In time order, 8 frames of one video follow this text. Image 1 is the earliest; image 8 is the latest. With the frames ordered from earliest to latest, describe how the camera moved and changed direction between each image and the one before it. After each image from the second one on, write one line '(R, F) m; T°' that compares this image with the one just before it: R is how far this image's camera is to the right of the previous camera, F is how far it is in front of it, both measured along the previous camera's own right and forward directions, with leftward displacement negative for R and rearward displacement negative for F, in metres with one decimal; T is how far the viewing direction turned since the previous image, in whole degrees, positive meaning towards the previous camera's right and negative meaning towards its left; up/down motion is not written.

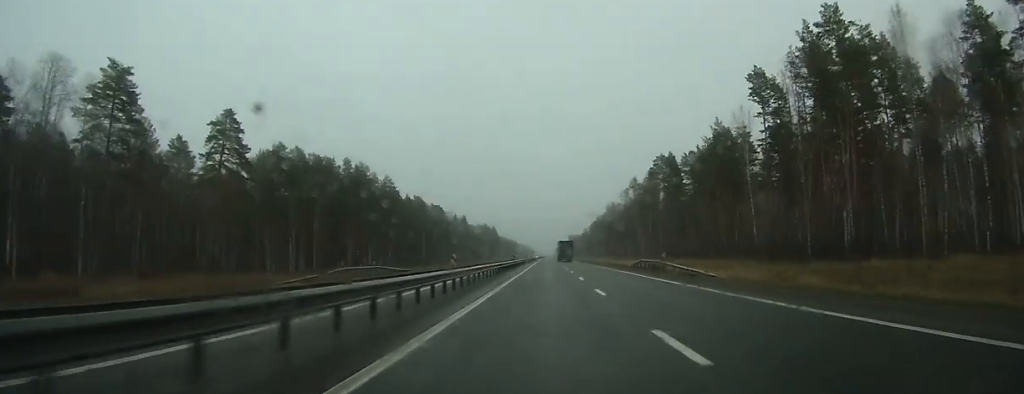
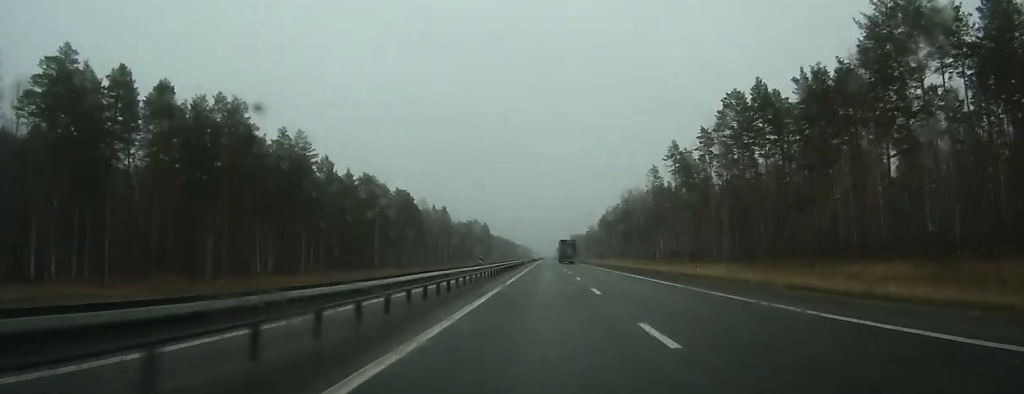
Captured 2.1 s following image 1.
(-0.1, +70.8) m; 0°
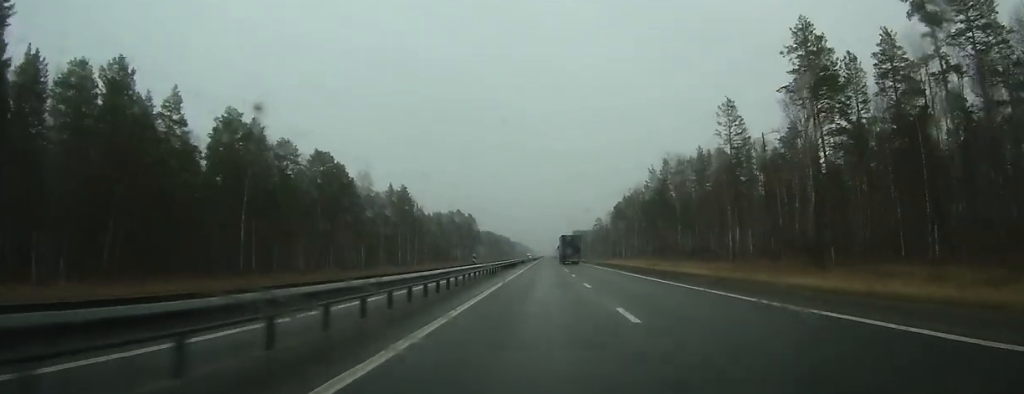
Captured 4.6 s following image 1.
(0.0, +81.6) m; 0°
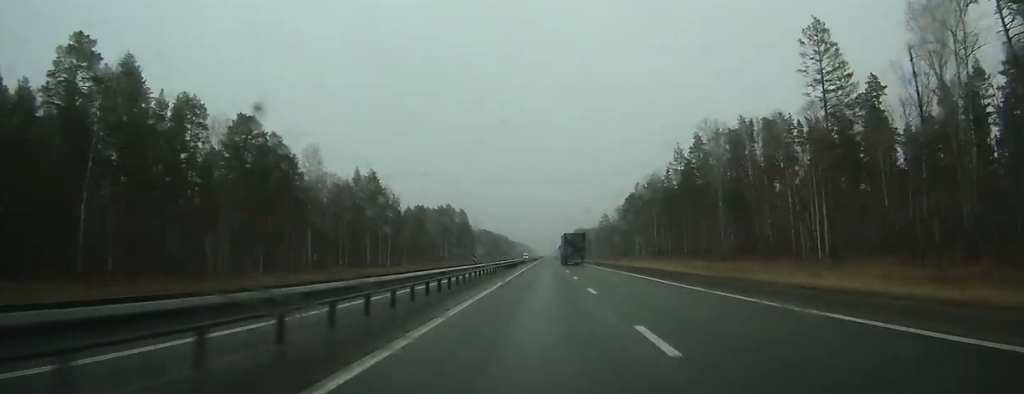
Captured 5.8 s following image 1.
(+0.1, +39.7) m; 0°
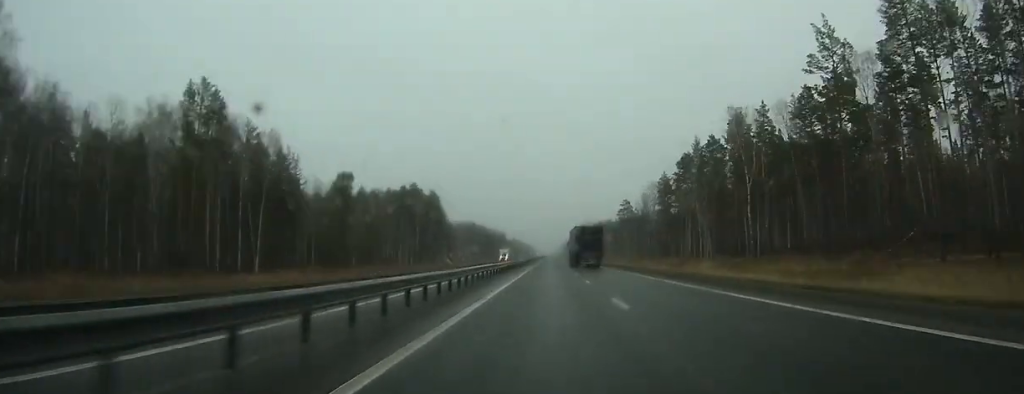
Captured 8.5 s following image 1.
(-0.4, +90.1) m; 0°
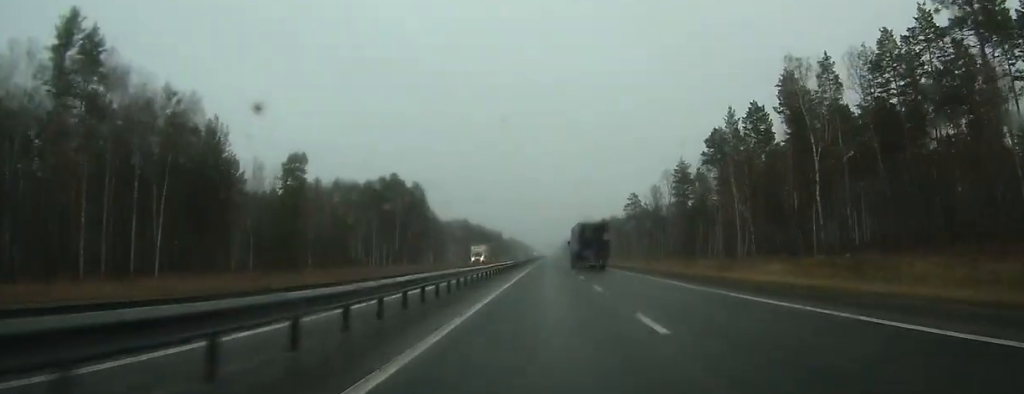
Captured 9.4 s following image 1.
(-0.1, +28.6) m; 0°
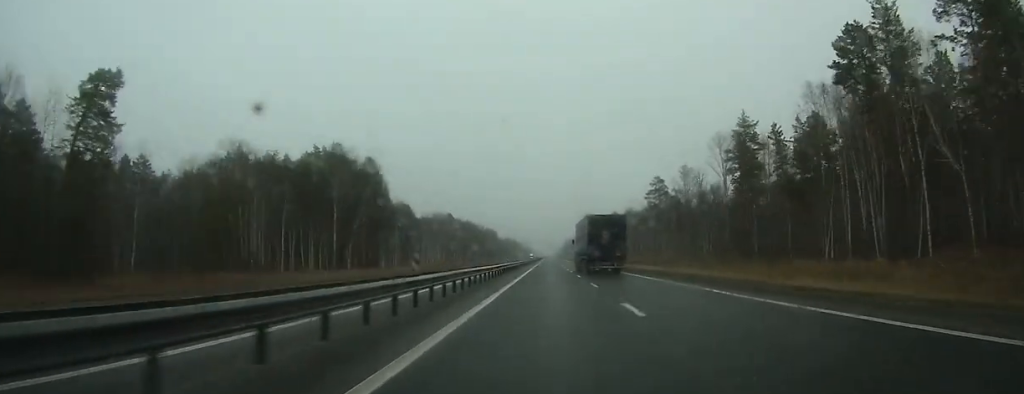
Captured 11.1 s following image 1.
(+0.1, +57.1) m; 0°
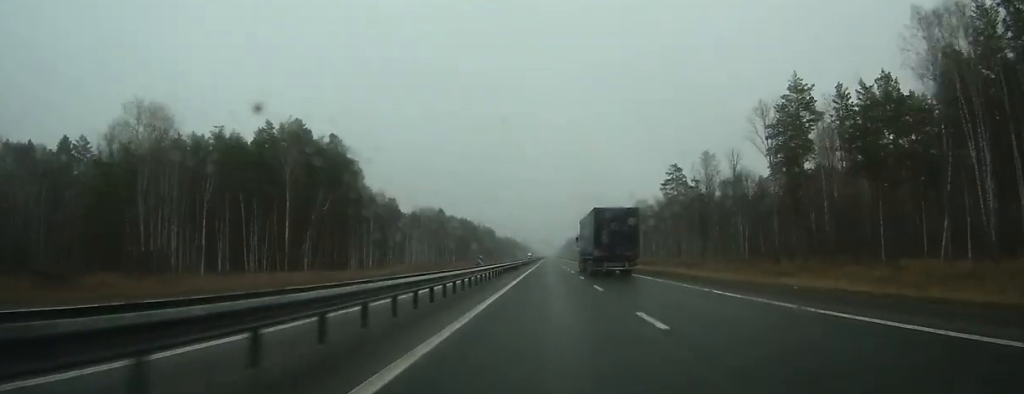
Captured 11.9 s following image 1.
(0.0, +26.4) m; 0°
